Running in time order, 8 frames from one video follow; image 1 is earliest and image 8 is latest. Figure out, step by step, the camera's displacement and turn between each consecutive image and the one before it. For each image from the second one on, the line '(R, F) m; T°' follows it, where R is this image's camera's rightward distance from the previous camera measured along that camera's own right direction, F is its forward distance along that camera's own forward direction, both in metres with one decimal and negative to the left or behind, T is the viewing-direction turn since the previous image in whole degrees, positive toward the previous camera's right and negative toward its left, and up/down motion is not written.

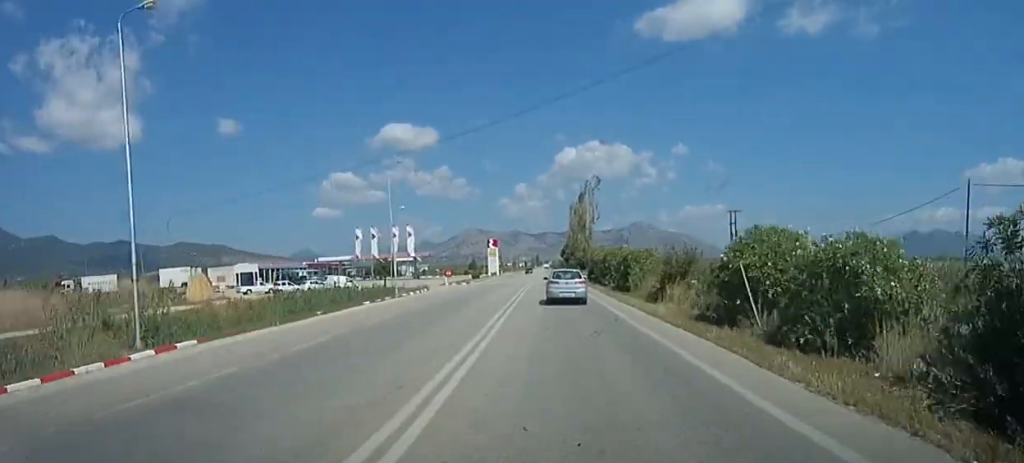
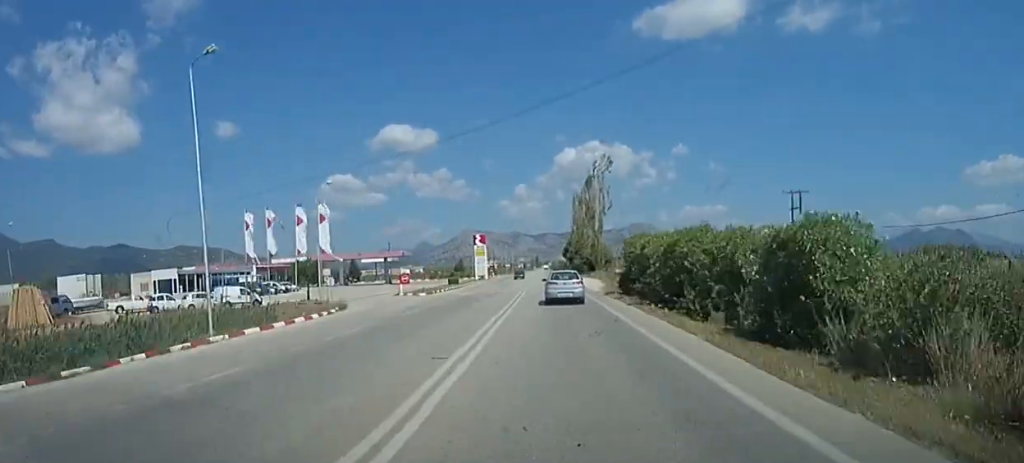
(-0.2, +22.8) m; 0°
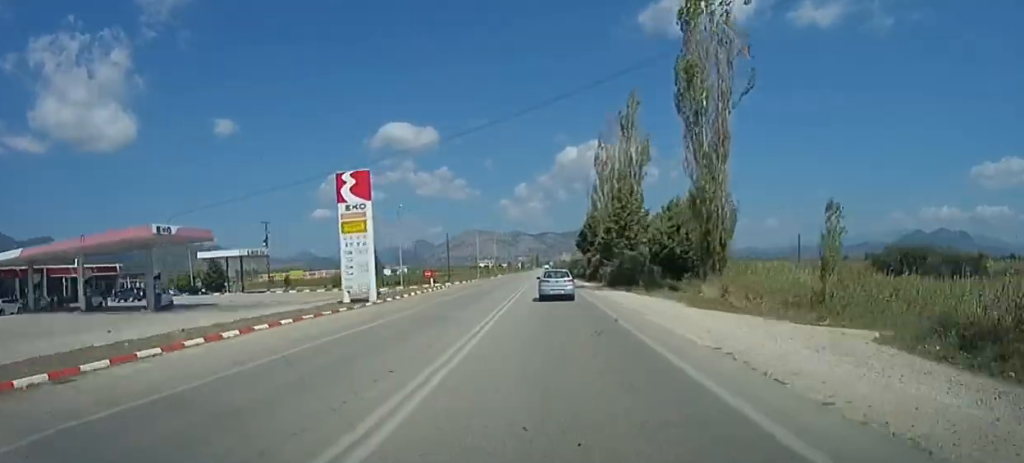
(+0.9, +64.1) m; +1°
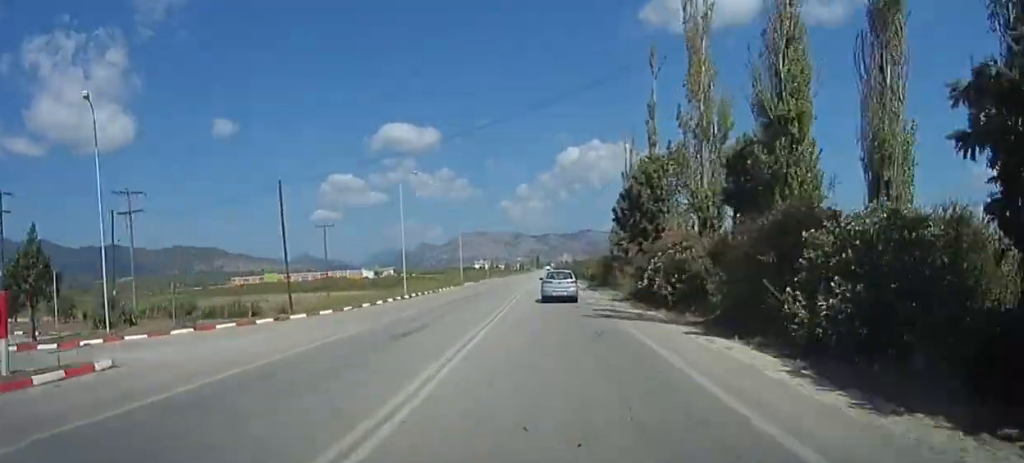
(0.0, +44.3) m; 0°
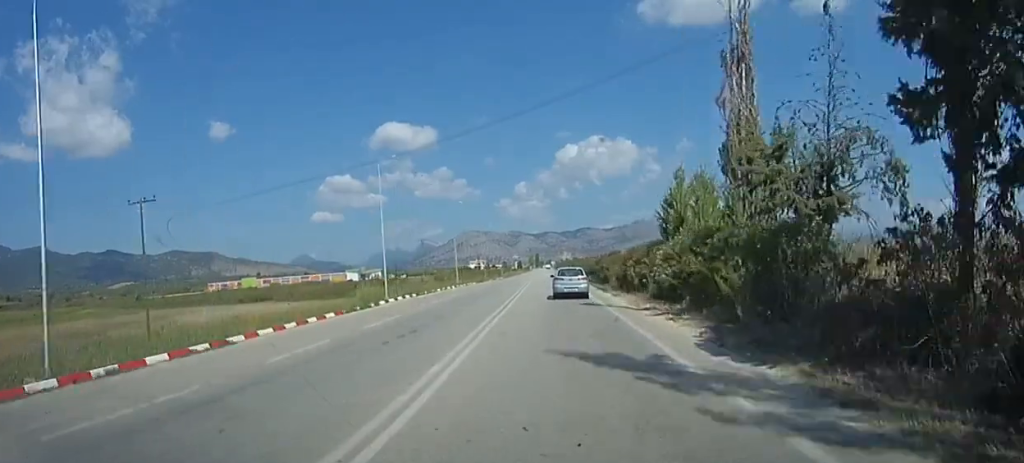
(-0.2, +30.9) m; 0°
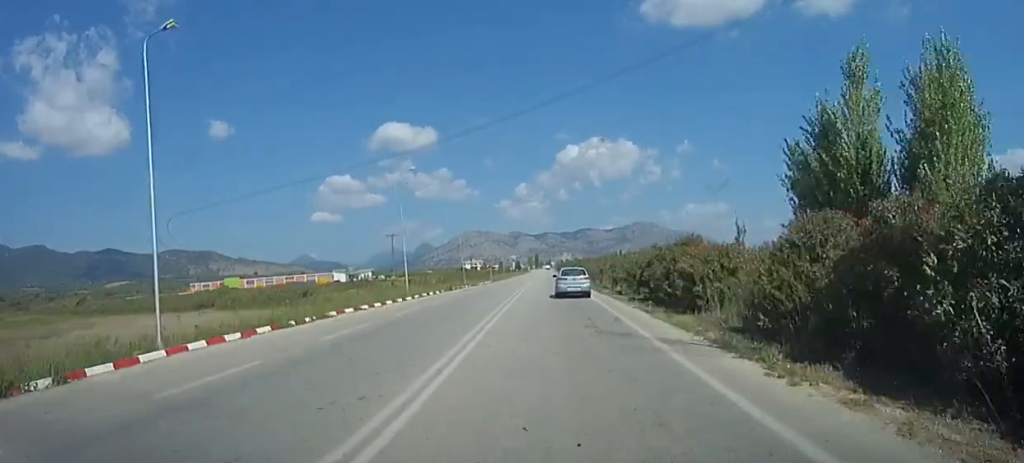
(+0.5, +21.8) m; 0°
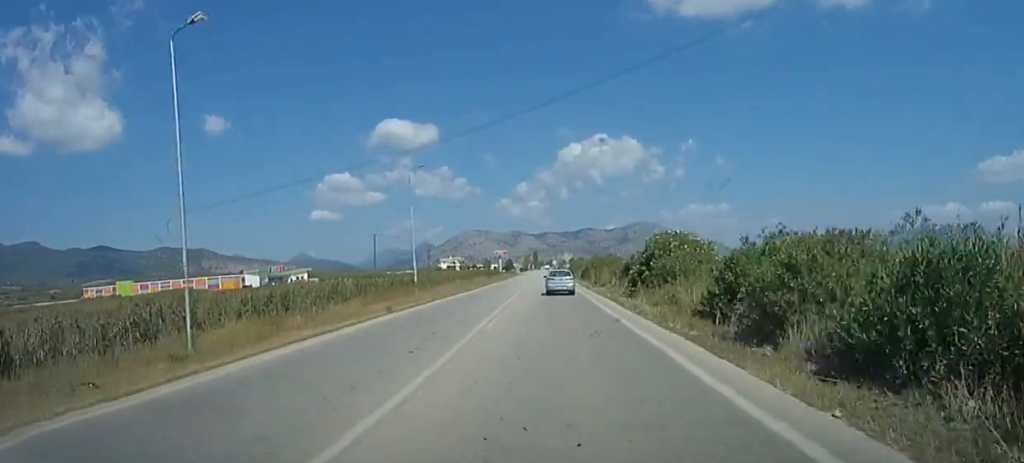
(-2.0, +103.8) m; 0°
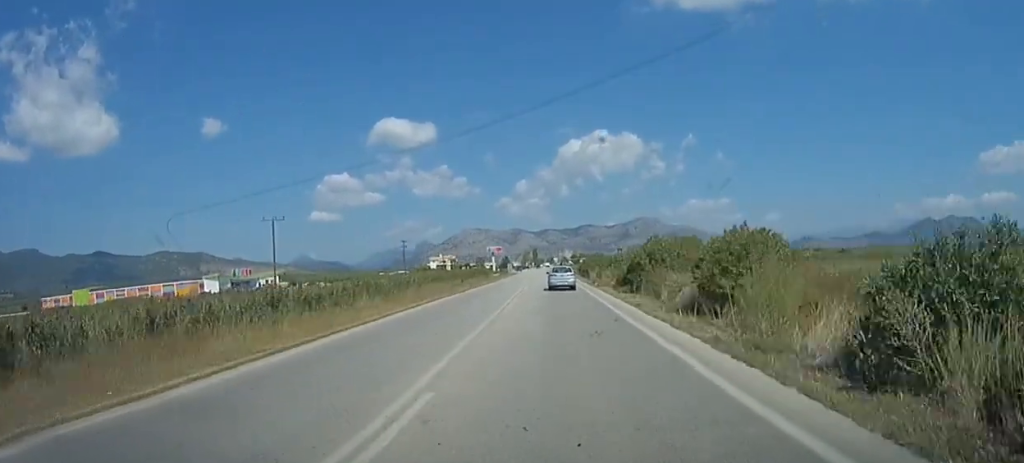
(+0.8, +32.4) m; 0°
